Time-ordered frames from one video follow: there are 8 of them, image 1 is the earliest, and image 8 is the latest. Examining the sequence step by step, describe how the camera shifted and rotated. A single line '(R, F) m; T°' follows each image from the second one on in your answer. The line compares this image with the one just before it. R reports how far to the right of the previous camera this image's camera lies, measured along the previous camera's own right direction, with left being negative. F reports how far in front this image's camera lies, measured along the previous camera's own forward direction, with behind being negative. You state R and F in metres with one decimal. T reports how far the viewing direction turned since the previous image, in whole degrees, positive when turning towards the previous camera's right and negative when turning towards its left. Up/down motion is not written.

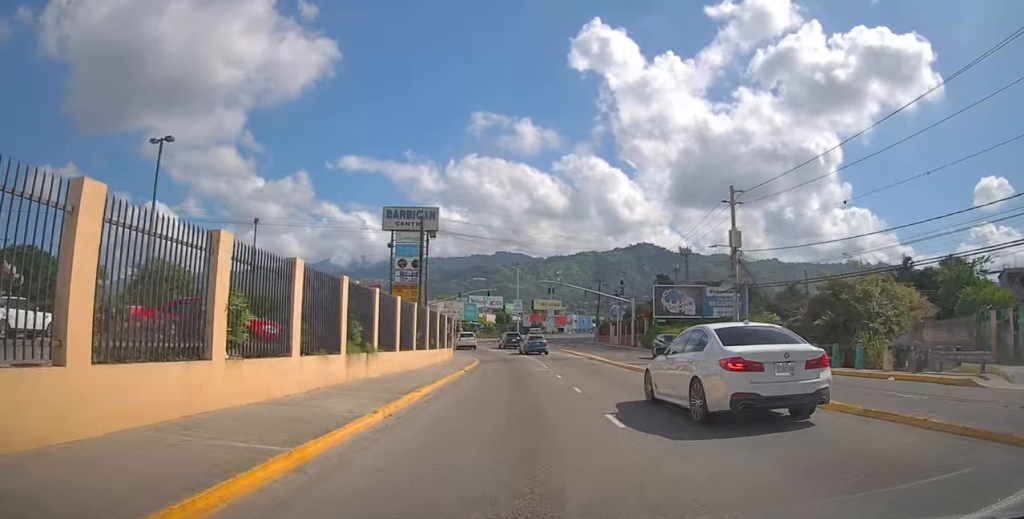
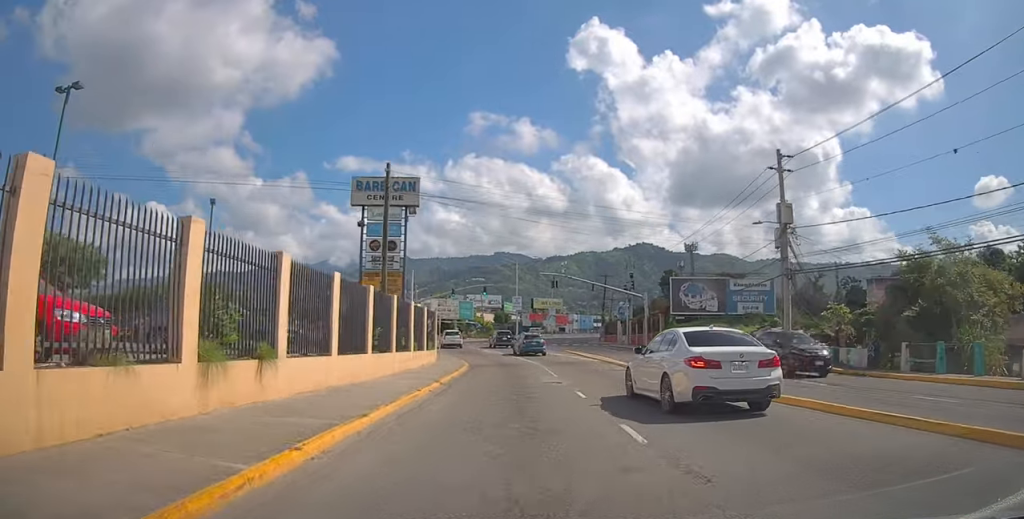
(-0.4, +7.0) m; 0°
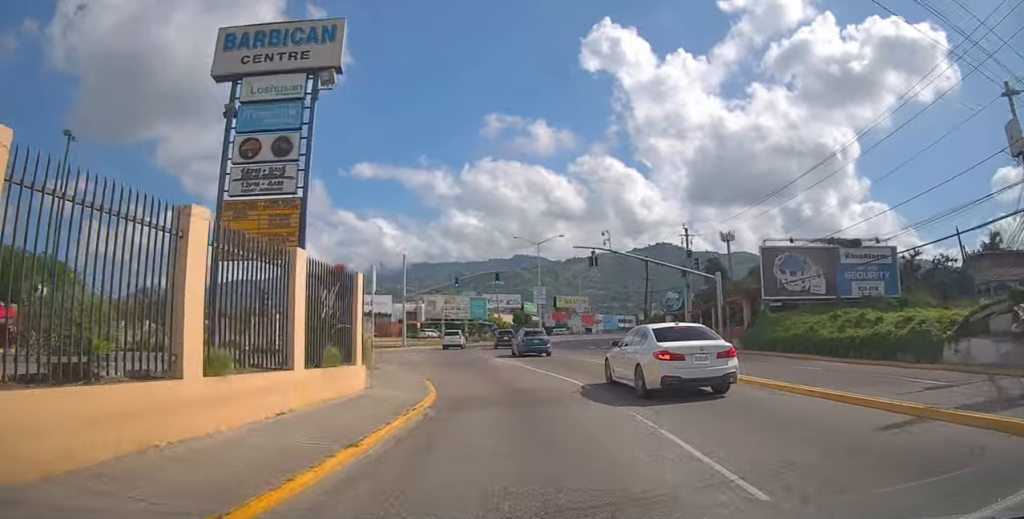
(+0.2, +16.4) m; -1°
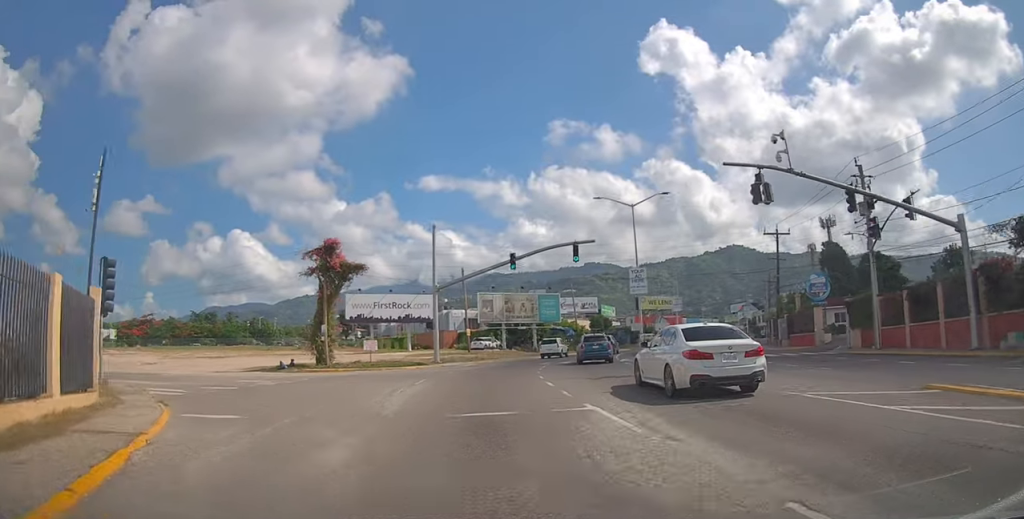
(-1.9, +20.0) m; -11°
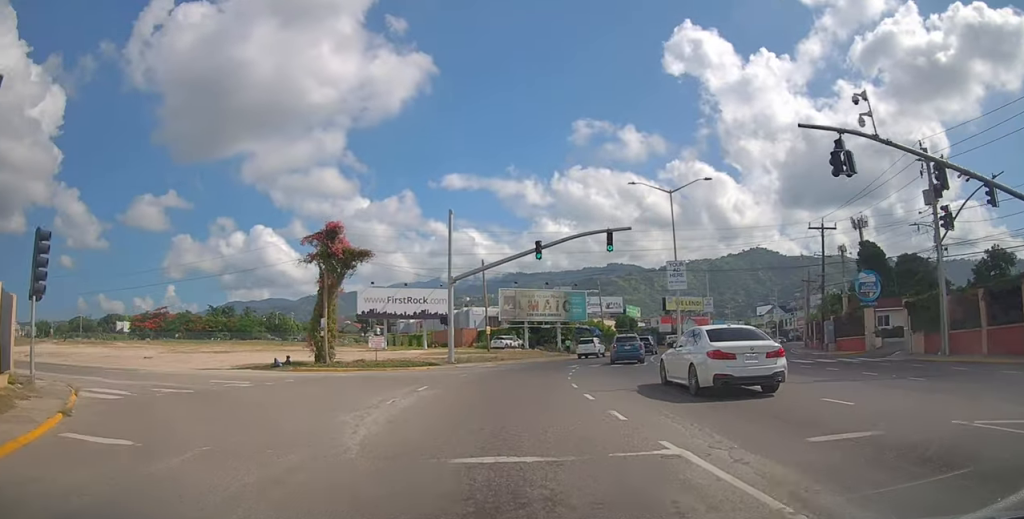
(0.0, +4.2) m; +1°
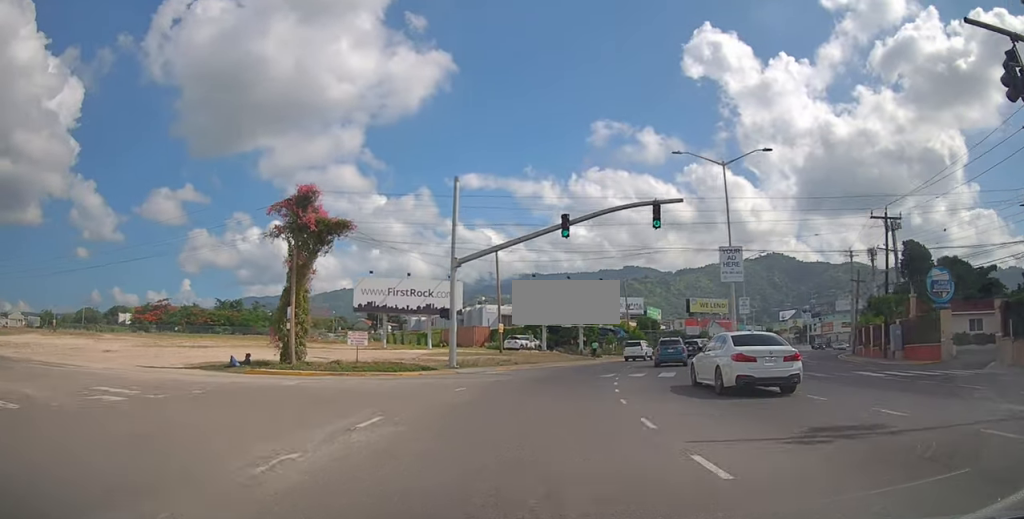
(+0.1, +6.9) m; +2°
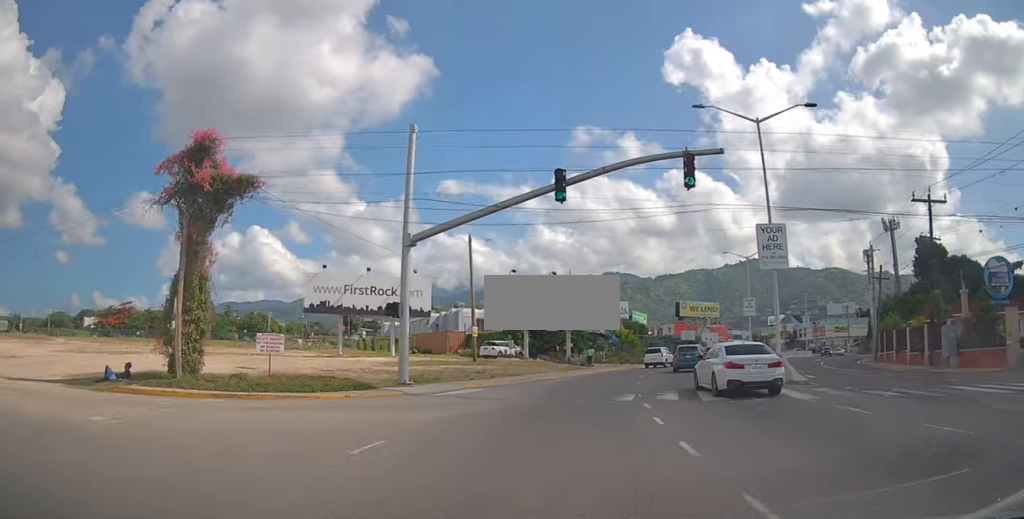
(+0.2, +7.5) m; +2°
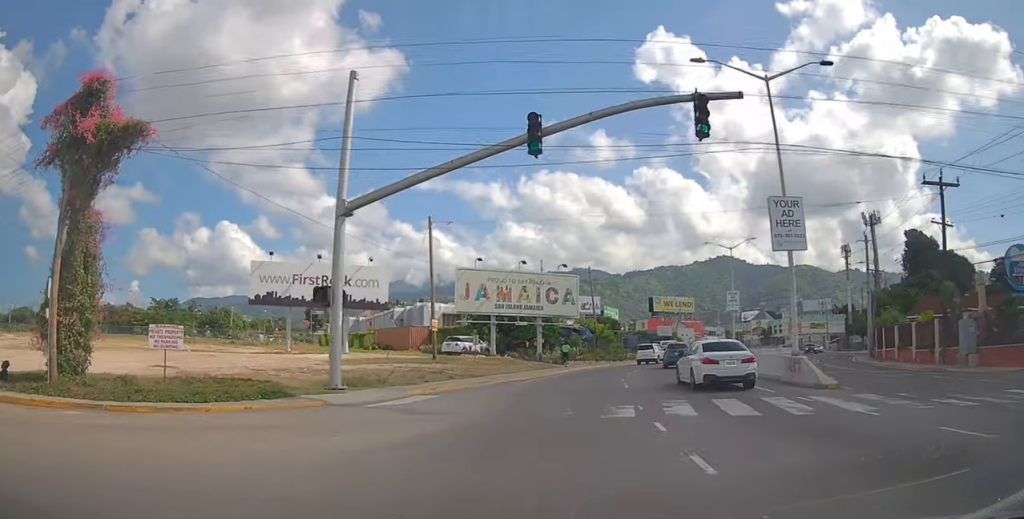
(0.0, +4.3) m; +2°
